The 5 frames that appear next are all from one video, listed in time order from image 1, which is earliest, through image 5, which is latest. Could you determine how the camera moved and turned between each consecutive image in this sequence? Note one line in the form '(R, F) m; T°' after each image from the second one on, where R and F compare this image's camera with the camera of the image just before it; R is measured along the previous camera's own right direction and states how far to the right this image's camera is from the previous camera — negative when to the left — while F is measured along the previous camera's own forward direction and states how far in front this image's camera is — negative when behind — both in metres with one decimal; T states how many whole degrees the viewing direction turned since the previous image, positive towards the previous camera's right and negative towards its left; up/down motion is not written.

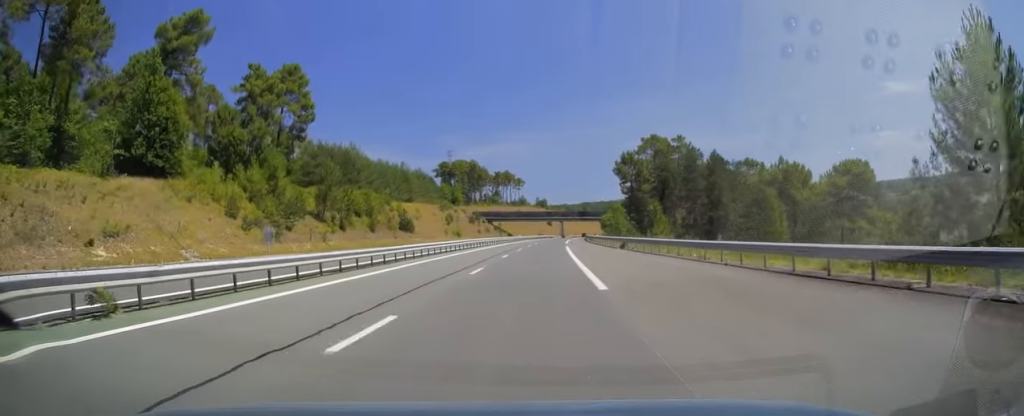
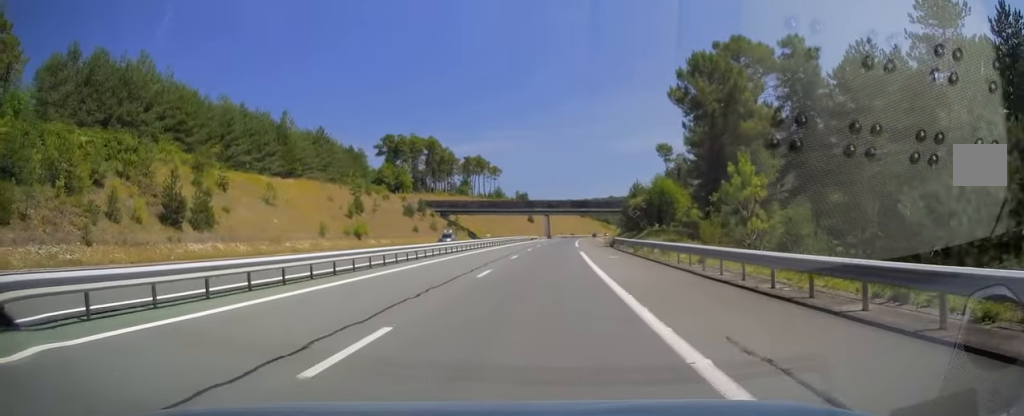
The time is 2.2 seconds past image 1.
(+1.6, +65.5) m; +2°
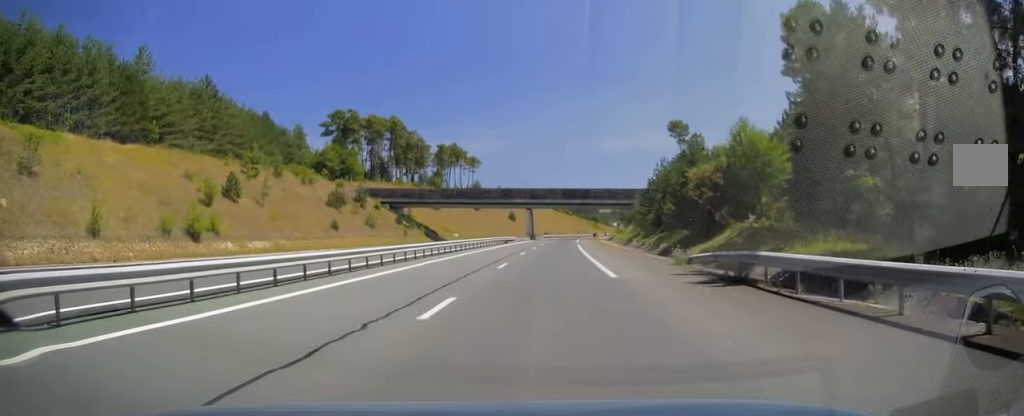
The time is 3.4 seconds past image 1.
(-0.1, +34.8) m; +1°
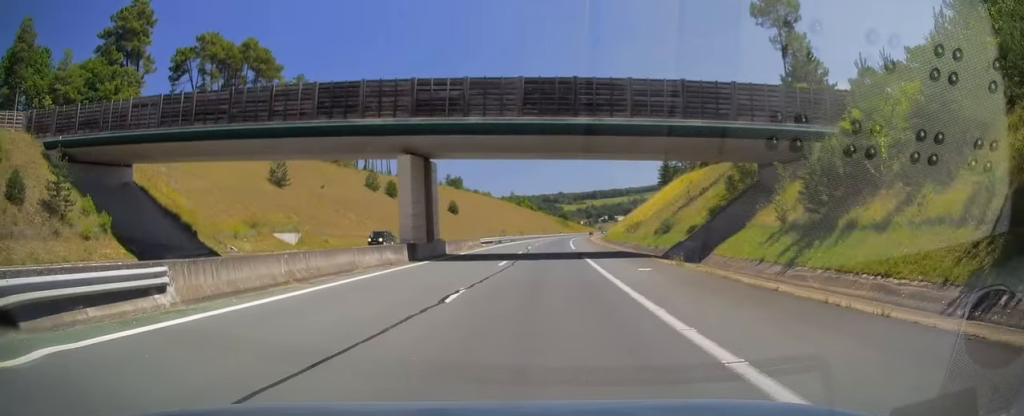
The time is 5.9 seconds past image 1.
(+2.5, +74.9) m; +3°
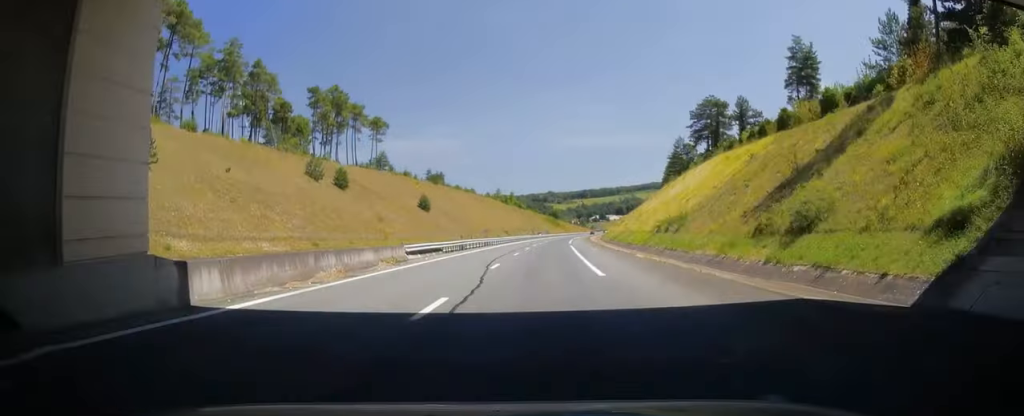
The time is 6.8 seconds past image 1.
(+0.2, +27.7) m; +1°
